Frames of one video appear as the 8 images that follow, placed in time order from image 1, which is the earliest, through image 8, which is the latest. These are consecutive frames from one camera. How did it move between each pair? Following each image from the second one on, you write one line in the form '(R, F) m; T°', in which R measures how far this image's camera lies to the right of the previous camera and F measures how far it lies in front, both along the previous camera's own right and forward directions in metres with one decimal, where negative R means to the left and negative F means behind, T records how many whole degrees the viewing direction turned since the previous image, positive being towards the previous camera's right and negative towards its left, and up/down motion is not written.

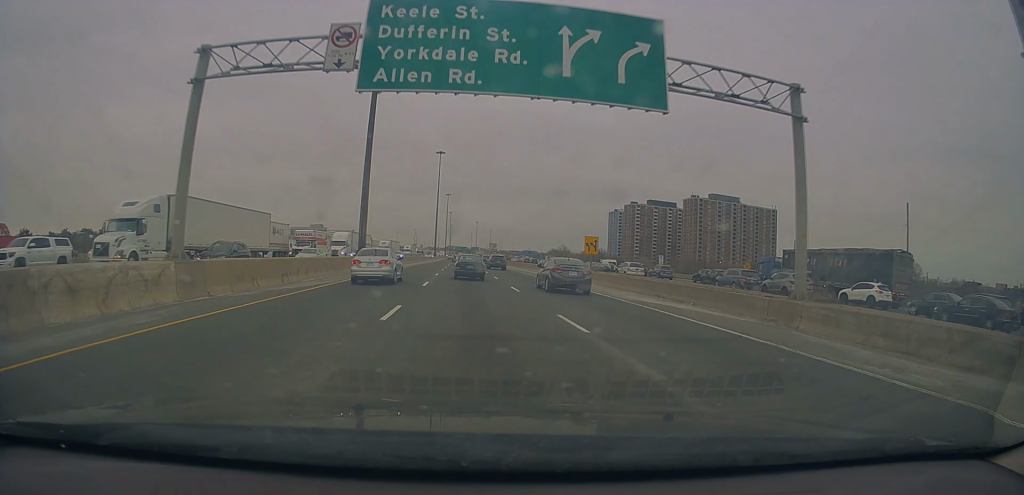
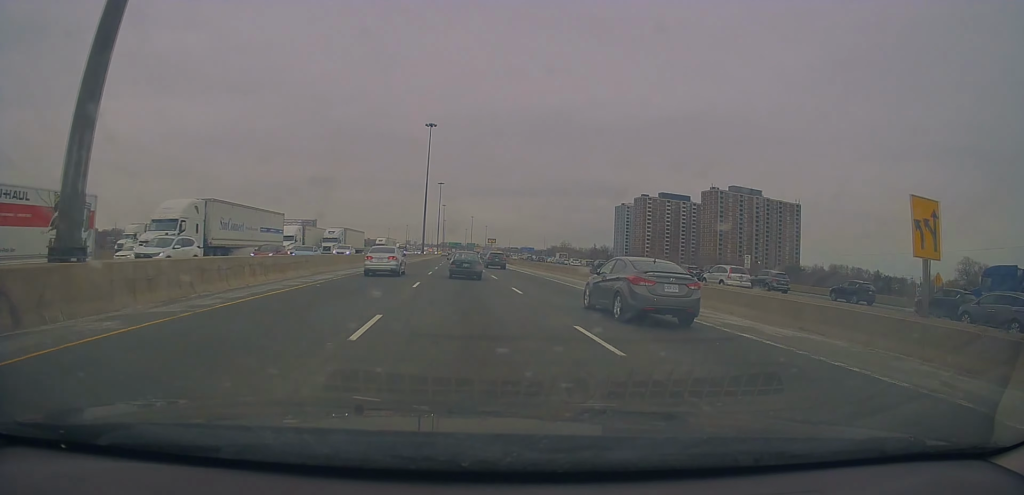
(0.0, +37.9) m; 0°
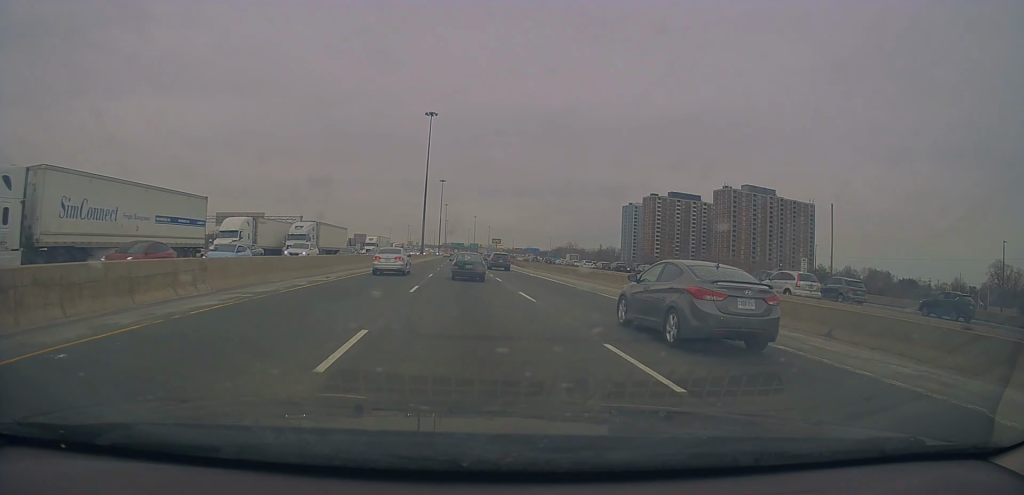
(+0.1, +14.2) m; -1°
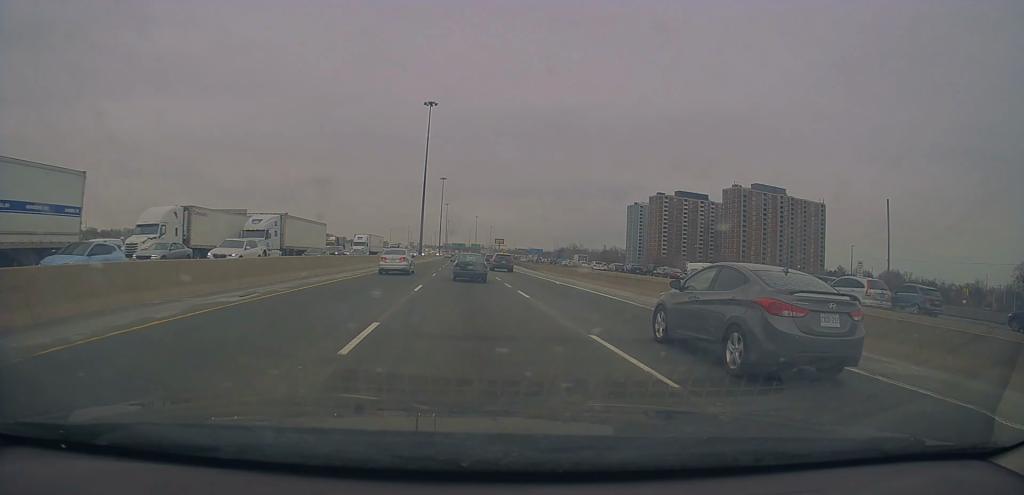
(-0.1, +11.6) m; 0°
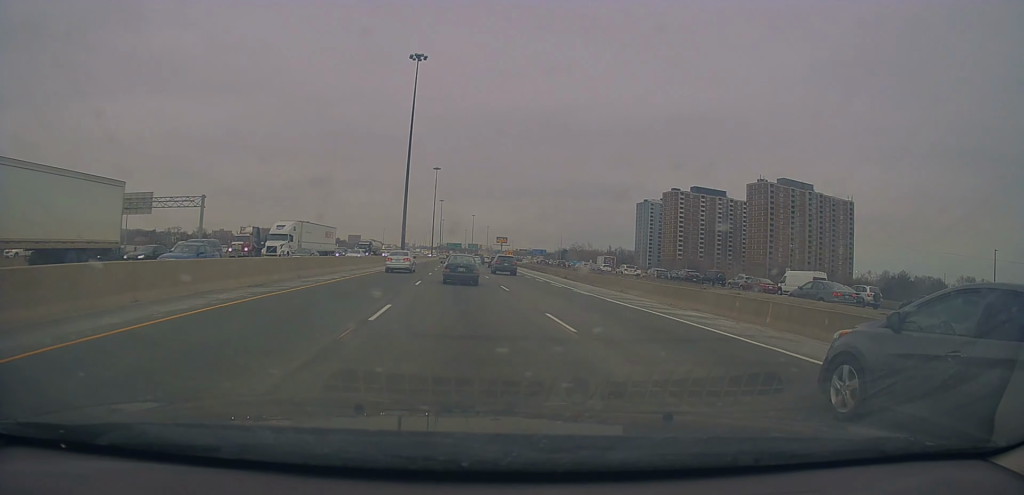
(+0.6, +34.9) m; +2°
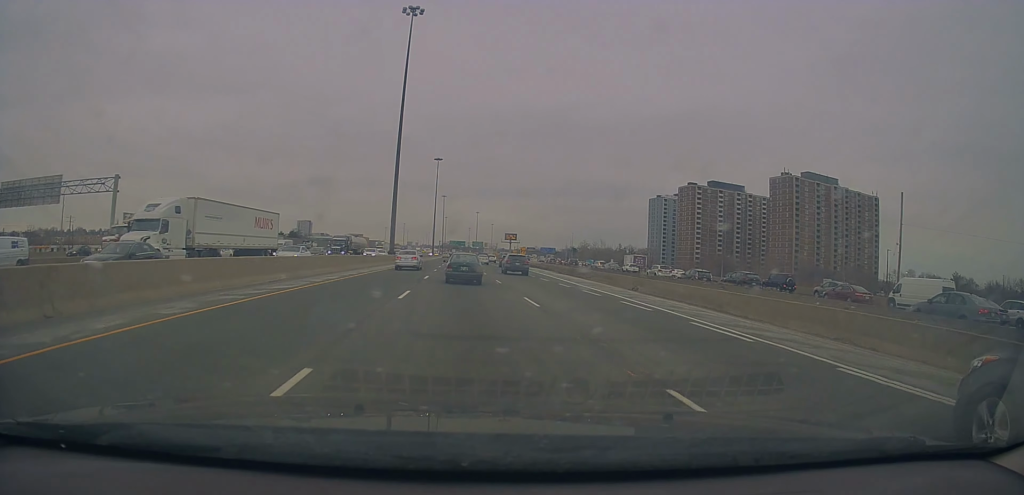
(-0.3, +21.5) m; -1°
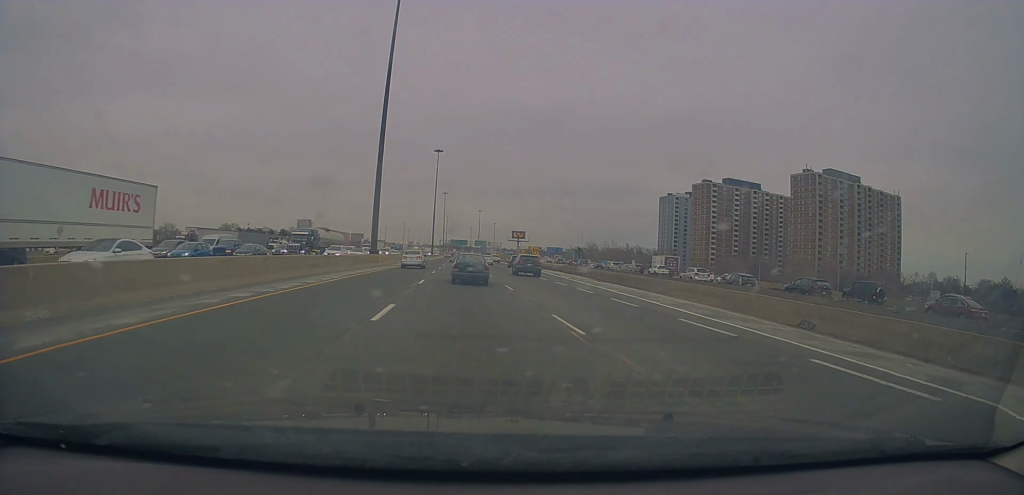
(-0.1, +18.7) m; 0°
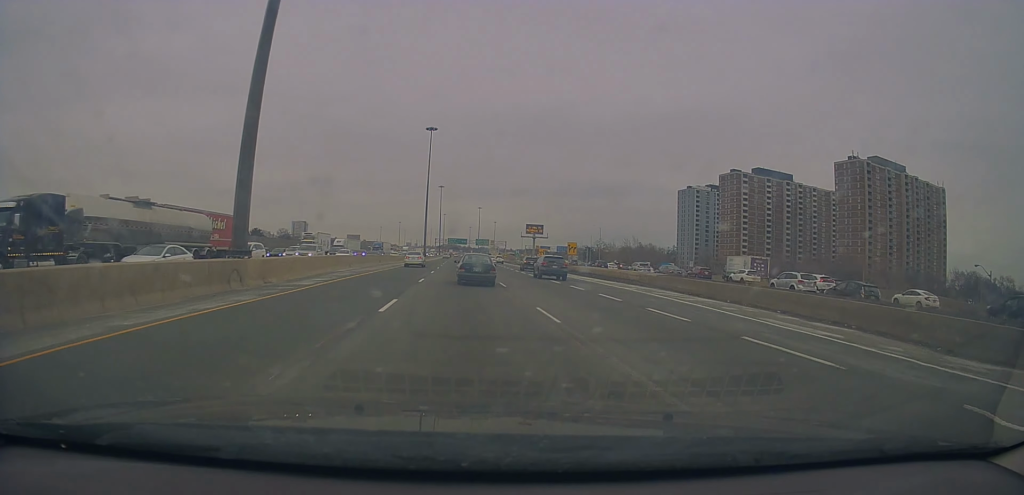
(0.0, +38.0) m; 0°
